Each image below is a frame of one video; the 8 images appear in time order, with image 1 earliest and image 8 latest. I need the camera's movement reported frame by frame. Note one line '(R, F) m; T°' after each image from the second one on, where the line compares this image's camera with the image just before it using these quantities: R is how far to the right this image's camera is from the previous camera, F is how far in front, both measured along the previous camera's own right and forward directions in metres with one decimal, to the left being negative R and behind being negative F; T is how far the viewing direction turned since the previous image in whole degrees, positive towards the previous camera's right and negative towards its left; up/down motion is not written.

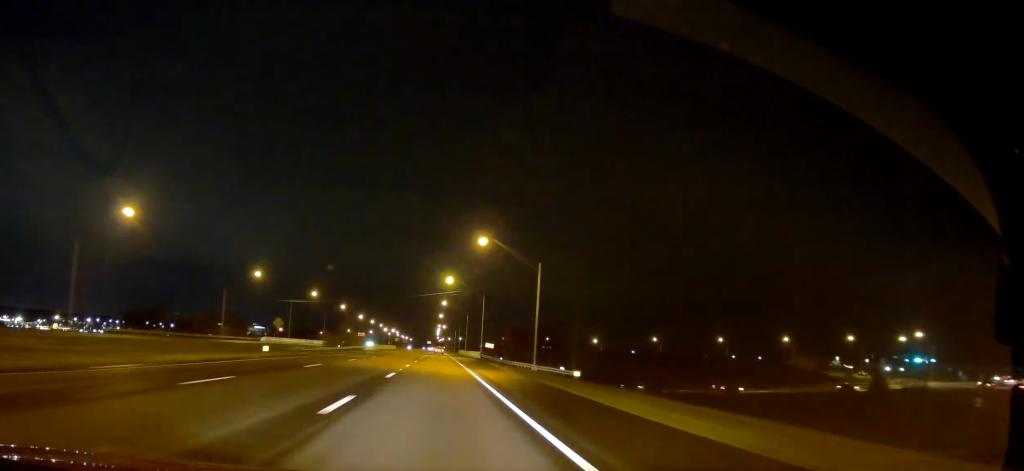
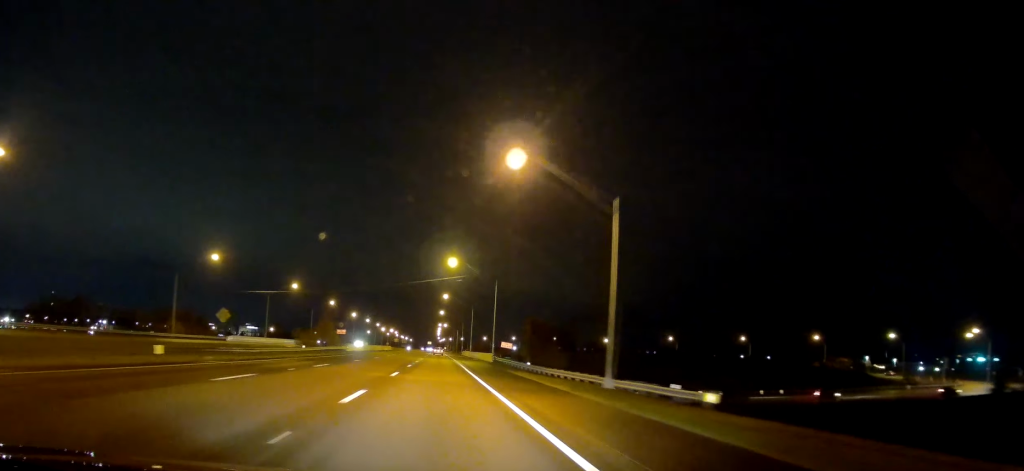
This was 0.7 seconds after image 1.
(0.0, +22.6) m; 0°
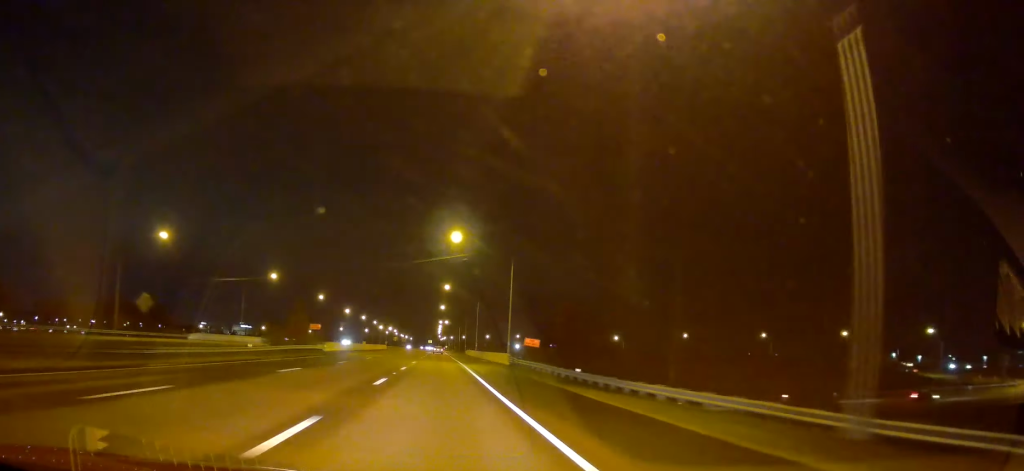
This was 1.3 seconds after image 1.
(0.0, +18.5) m; 0°
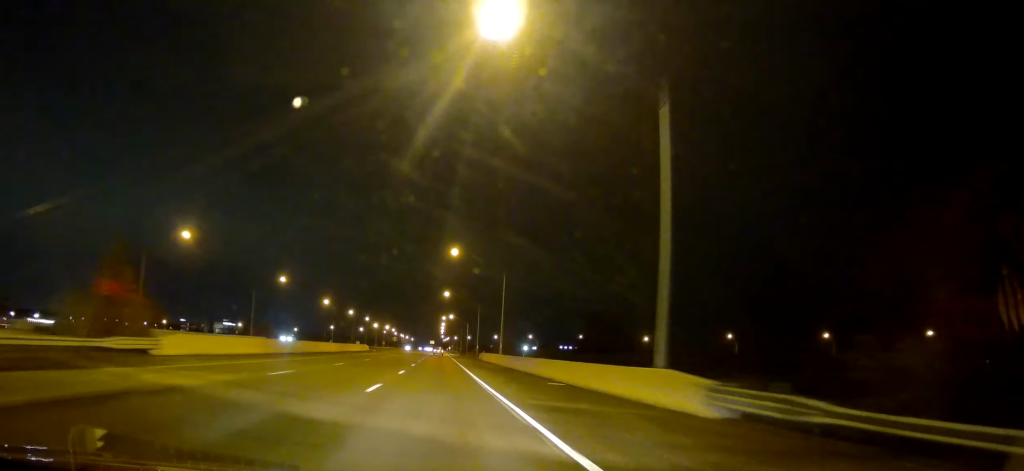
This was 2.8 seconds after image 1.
(0.0, +44.9) m; -1°
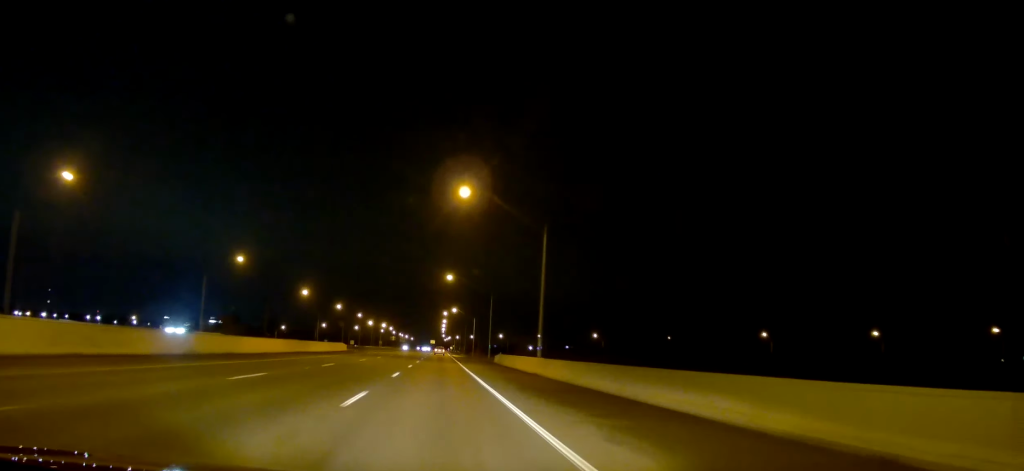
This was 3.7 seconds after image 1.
(-0.3, +28.3) m; 0°
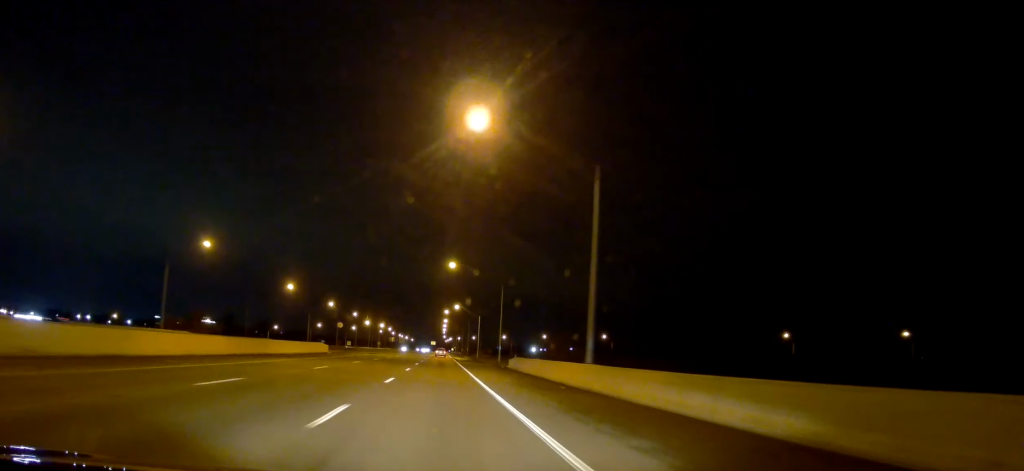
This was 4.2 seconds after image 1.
(-0.1, +15.1) m; 0°
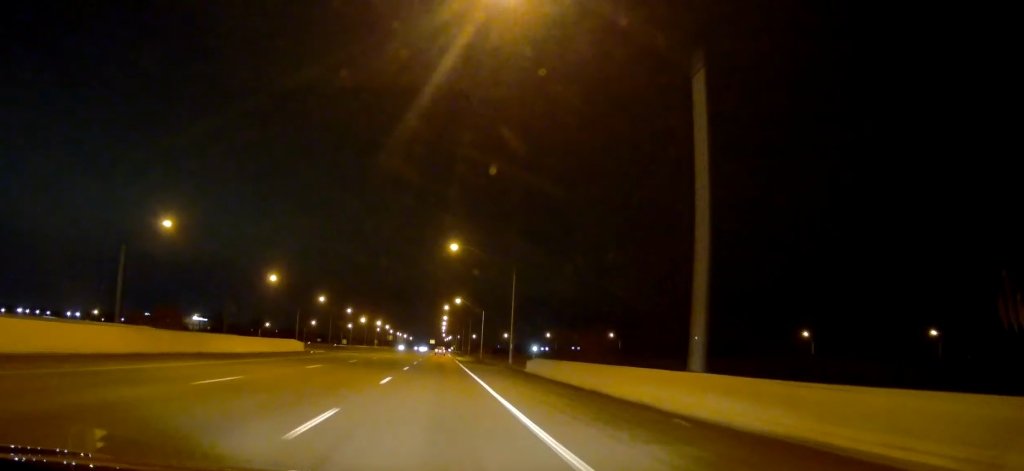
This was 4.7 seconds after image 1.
(+0.2, +13.2) m; 0°
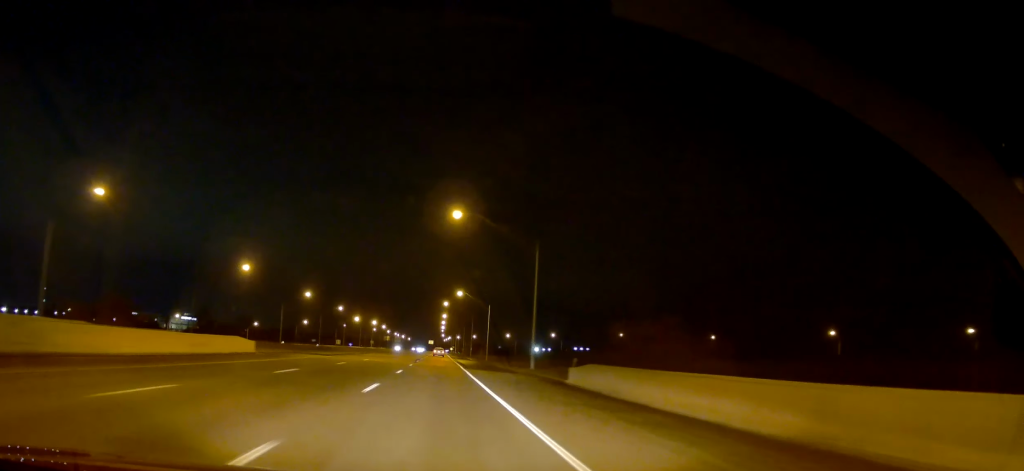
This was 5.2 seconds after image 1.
(+0.2, +16.2) m; 0°
